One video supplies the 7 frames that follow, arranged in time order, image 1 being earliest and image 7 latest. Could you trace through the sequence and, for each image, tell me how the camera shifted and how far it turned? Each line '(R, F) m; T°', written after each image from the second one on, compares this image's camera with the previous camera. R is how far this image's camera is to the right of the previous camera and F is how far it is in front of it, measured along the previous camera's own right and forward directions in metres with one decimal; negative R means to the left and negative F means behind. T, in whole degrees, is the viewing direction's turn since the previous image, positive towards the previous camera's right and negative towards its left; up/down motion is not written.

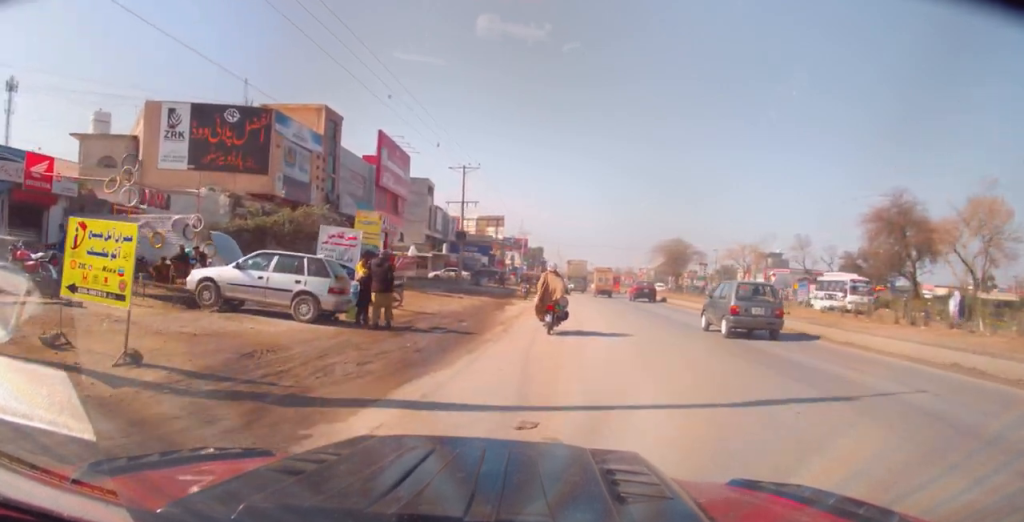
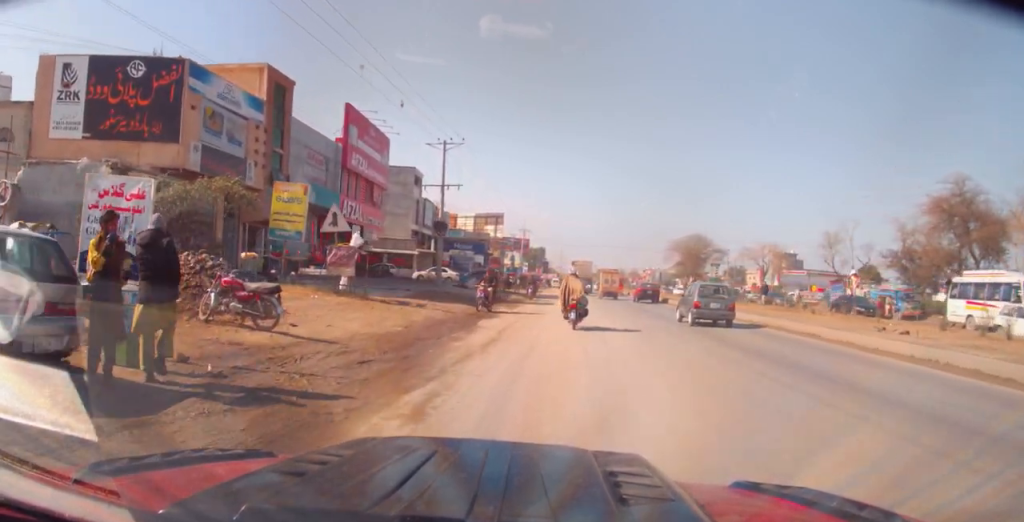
(-0.3, +9.1) m; +1°
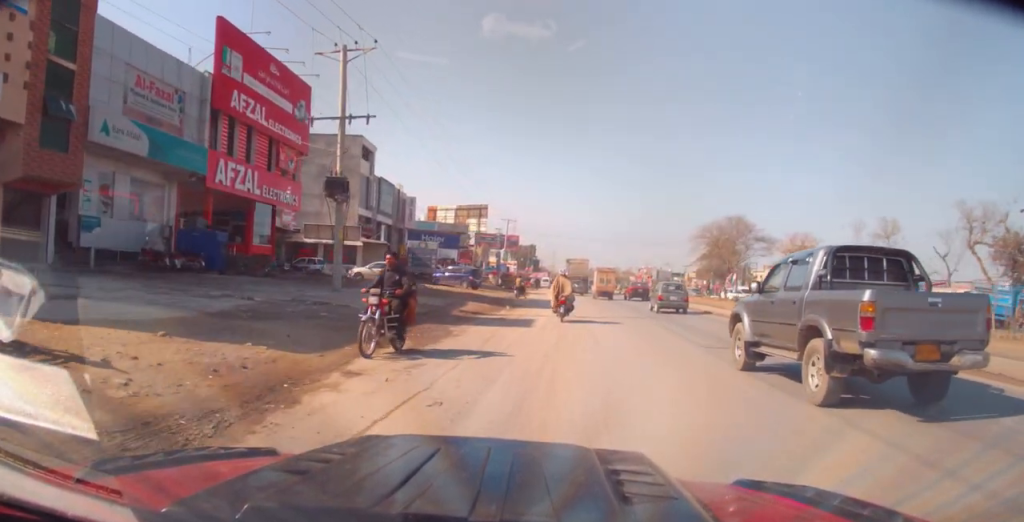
(+0.5, +16.2) m; 0°
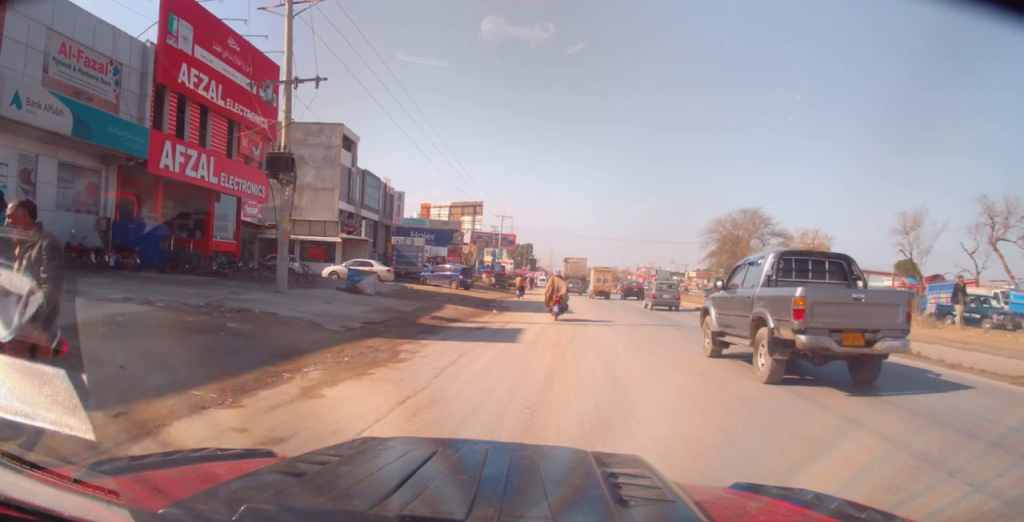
(-0.2, +4.3) m; 0°
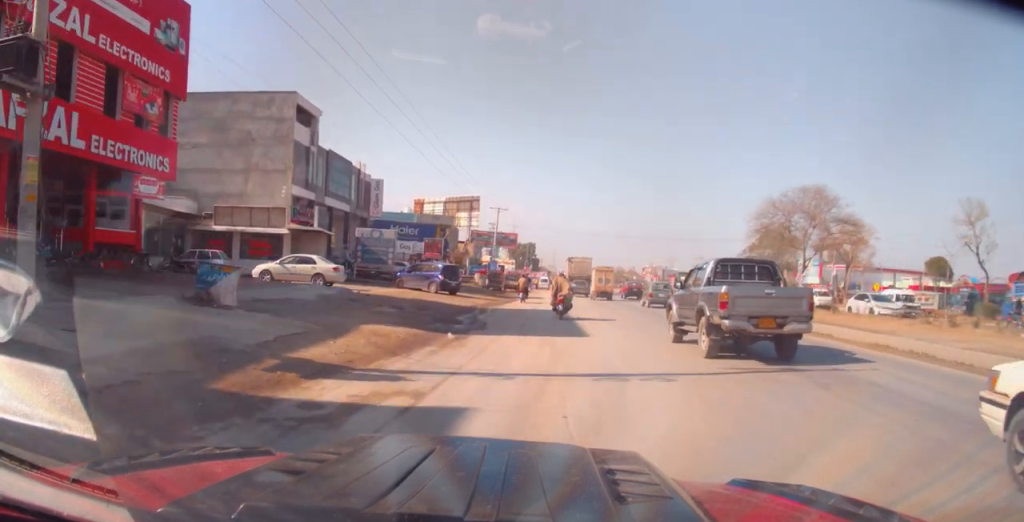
(+0.3, +9.9) m; +2°
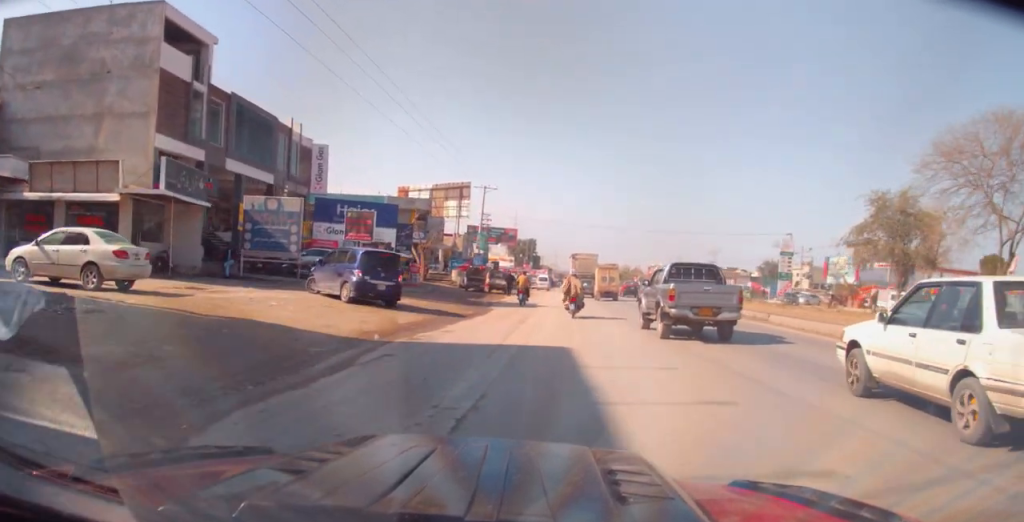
(-0.7, +15.8) m; -3°
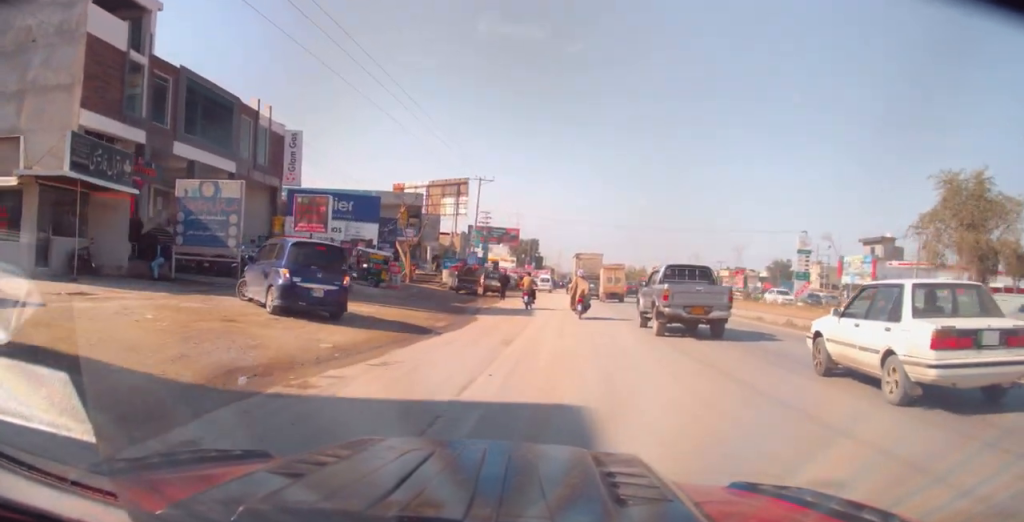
(0.0, +5.5) m; +1°
